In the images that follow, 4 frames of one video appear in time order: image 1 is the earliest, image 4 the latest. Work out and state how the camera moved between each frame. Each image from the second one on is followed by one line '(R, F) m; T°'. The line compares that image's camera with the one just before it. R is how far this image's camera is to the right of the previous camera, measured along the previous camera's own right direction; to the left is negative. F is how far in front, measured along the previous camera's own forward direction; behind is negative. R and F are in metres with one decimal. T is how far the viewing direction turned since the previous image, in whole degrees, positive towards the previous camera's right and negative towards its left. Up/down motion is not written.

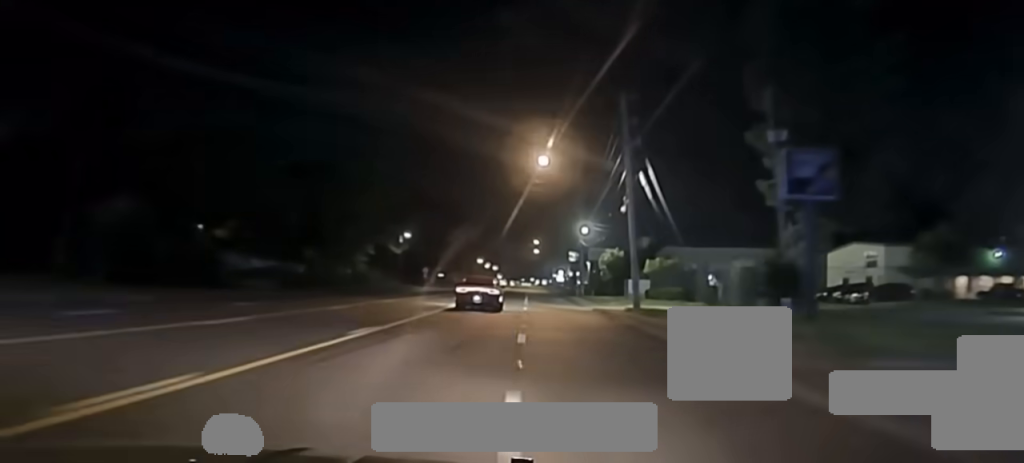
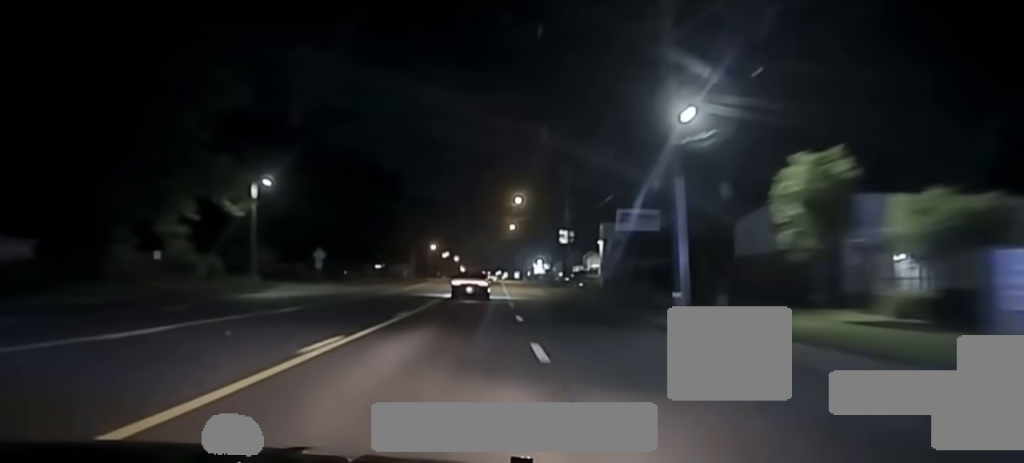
(+2.5, +63.0) m; +3°
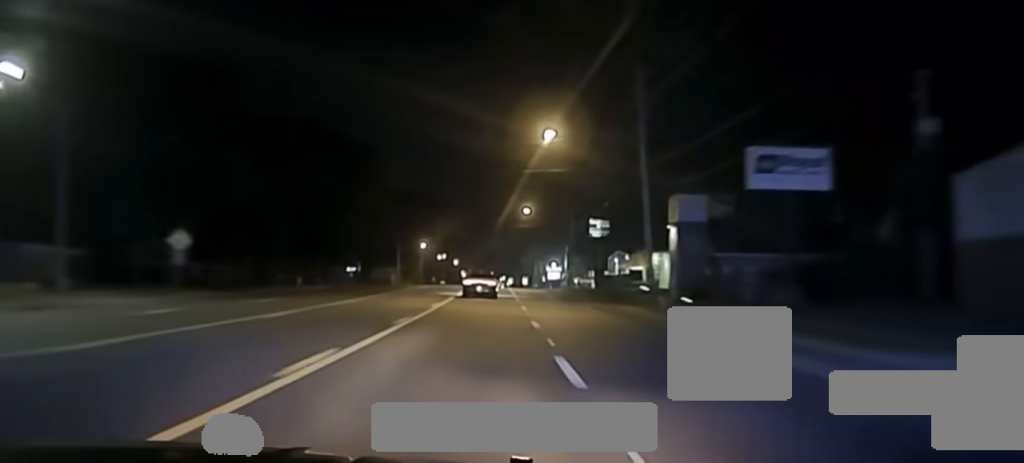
(+0.1, +41.4) m; 0°
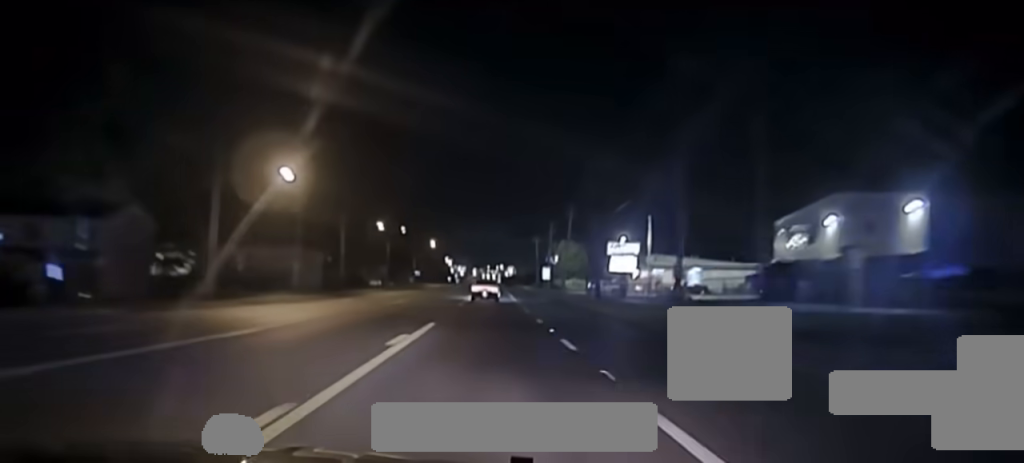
(-0.9, +111.2) m; -1°
